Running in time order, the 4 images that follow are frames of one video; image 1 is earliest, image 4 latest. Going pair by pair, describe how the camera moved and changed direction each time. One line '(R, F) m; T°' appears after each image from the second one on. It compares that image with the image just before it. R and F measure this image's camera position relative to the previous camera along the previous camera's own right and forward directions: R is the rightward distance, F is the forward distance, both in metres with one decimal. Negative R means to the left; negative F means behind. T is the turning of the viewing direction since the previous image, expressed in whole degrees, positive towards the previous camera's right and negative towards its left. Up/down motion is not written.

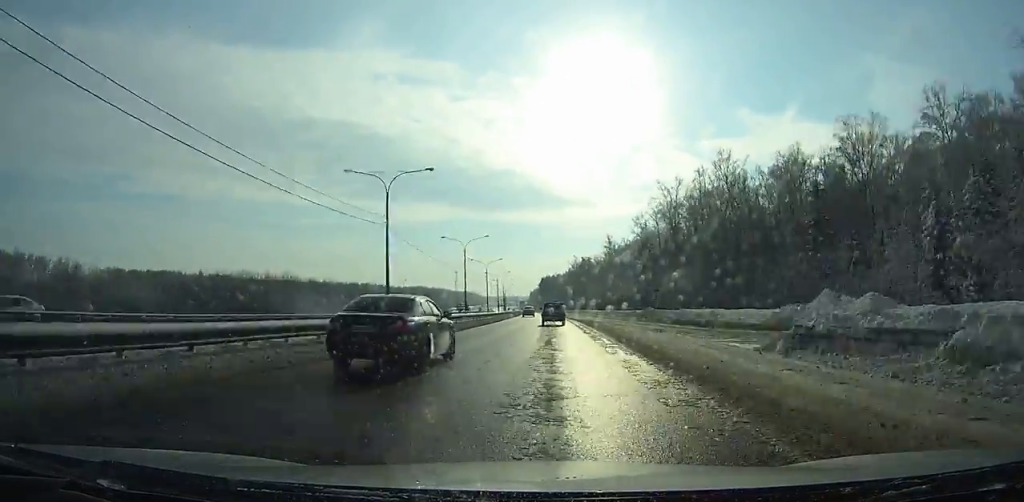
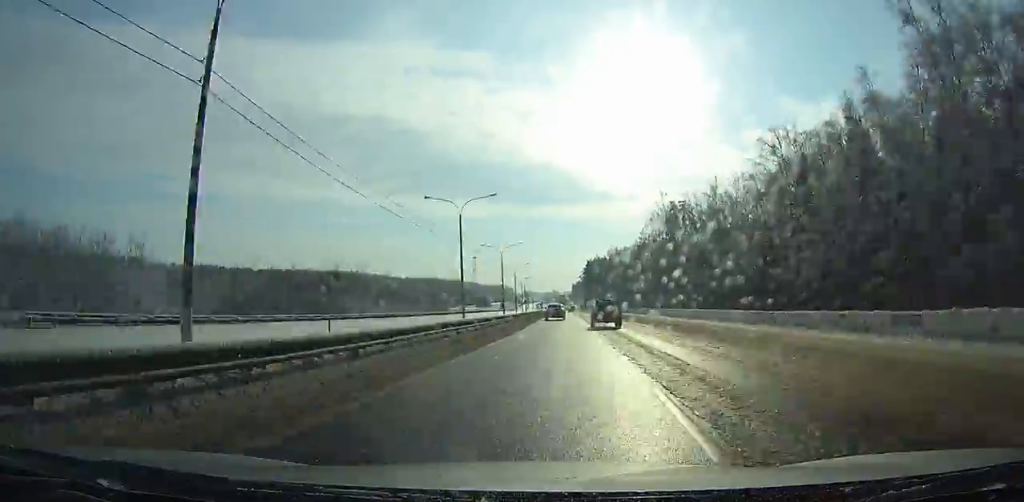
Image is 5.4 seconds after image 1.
(-5.6, +148.1) m; -3°
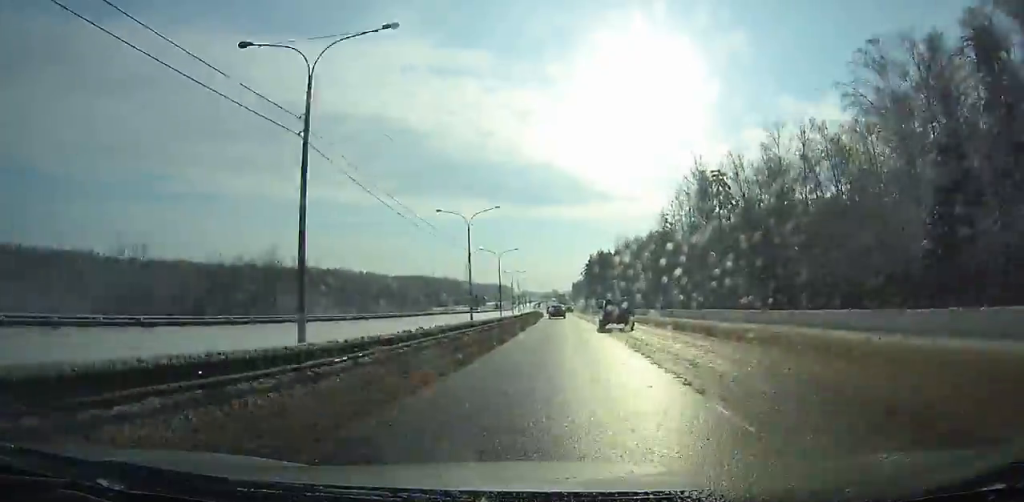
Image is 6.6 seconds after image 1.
(-0.1, +33.5) m; 0°
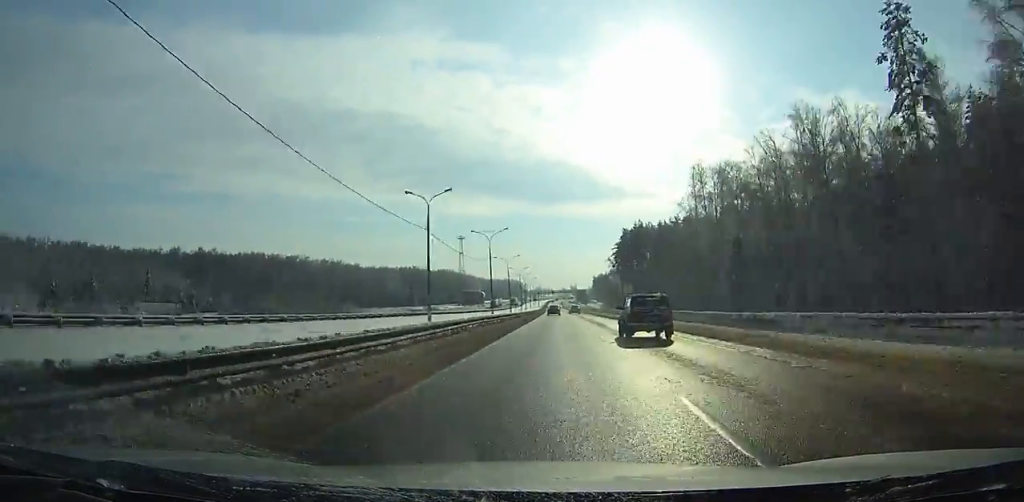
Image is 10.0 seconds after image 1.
(-0.6, +96.7) m; -1°
